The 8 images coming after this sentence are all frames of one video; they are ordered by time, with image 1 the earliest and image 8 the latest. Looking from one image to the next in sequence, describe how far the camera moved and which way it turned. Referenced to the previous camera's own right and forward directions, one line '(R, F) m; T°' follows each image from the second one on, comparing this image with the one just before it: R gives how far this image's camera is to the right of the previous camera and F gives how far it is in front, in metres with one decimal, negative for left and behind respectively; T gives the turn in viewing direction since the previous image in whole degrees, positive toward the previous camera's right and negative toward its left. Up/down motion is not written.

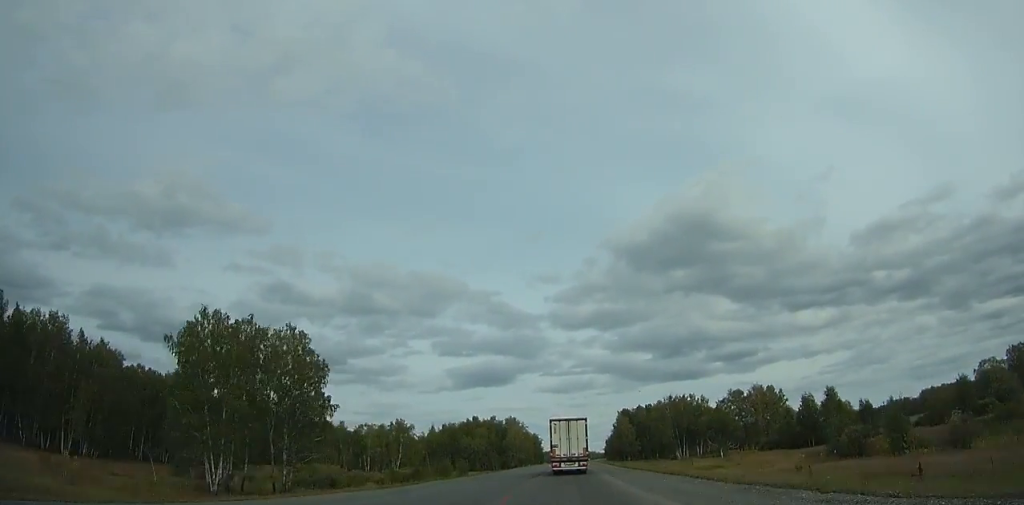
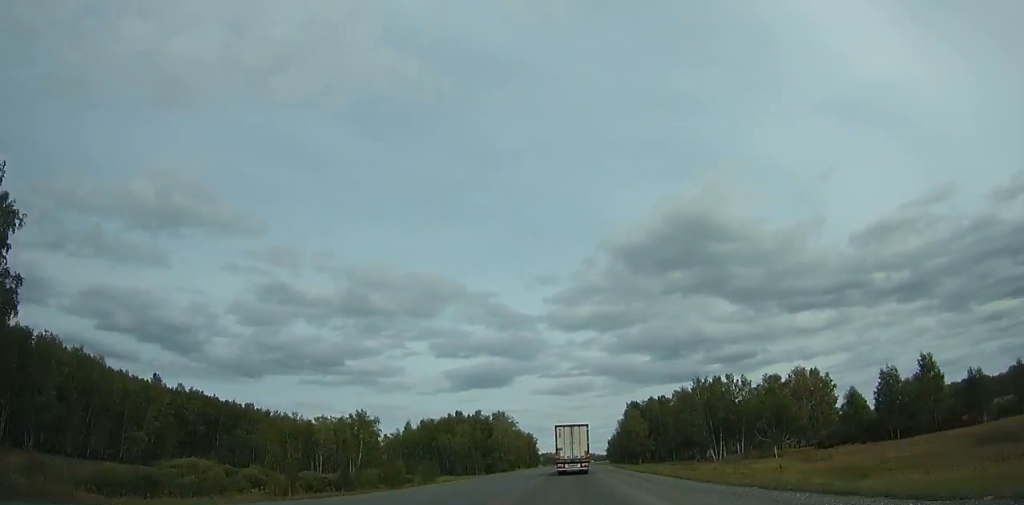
(+0.1, +38.3) m; 0°
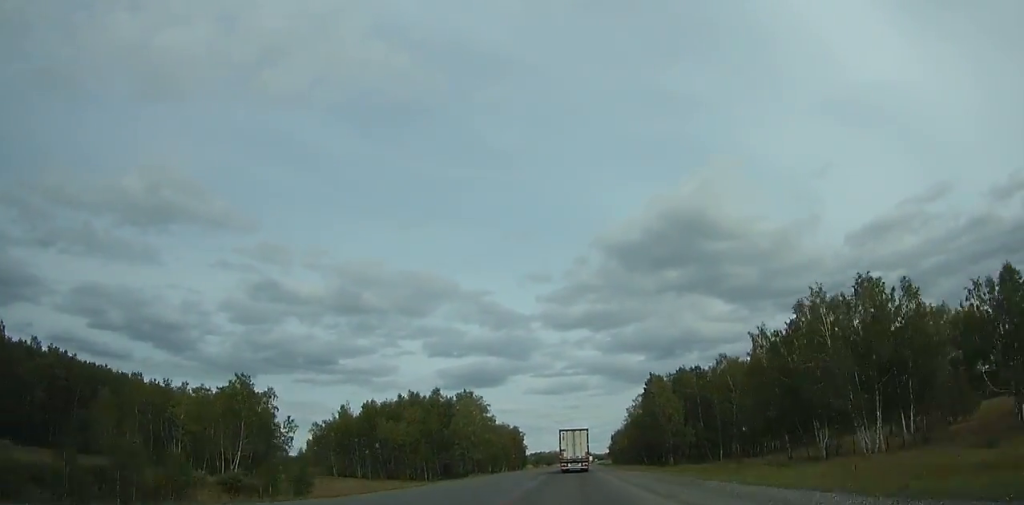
(+0.3, +60.1) m; 0°
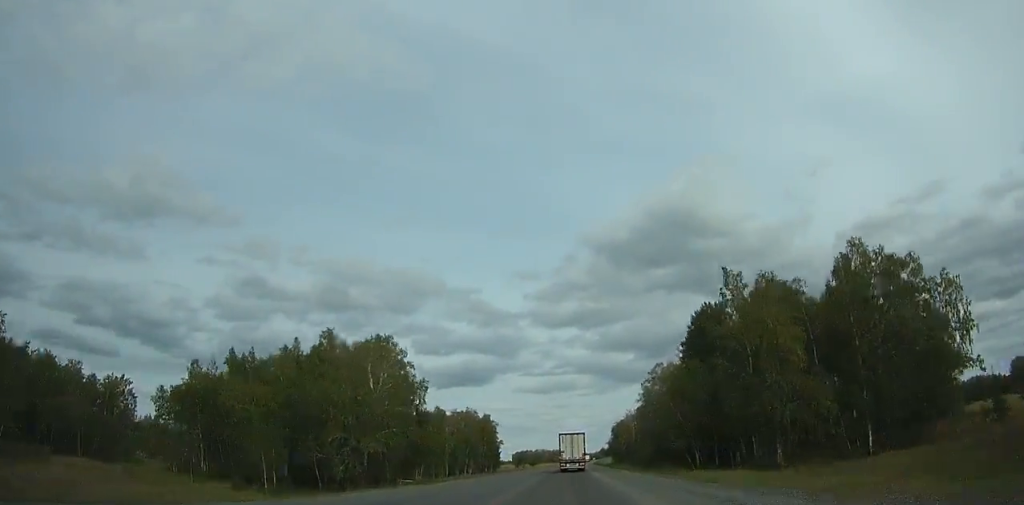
(+0.1, +62.5) m; +1°
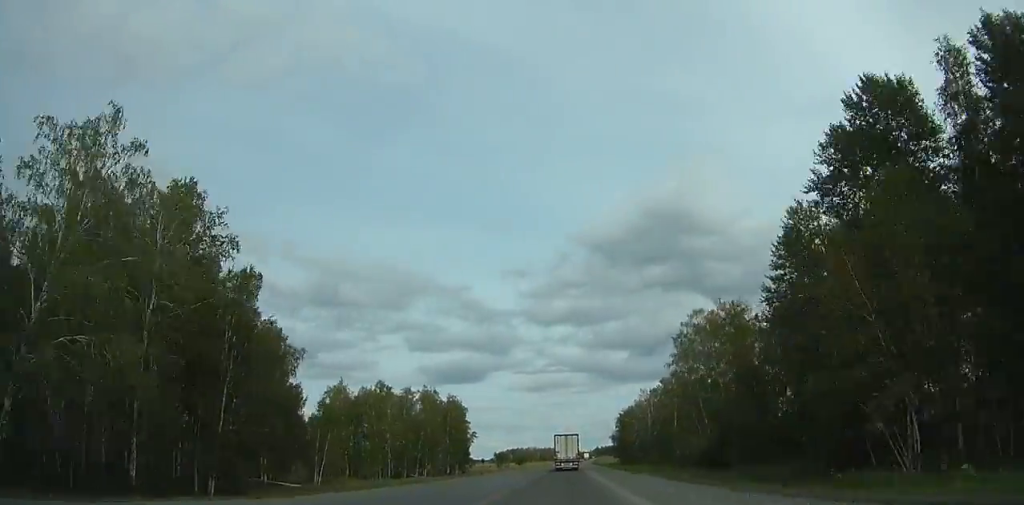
(+0.5, +47.3) m; +1°
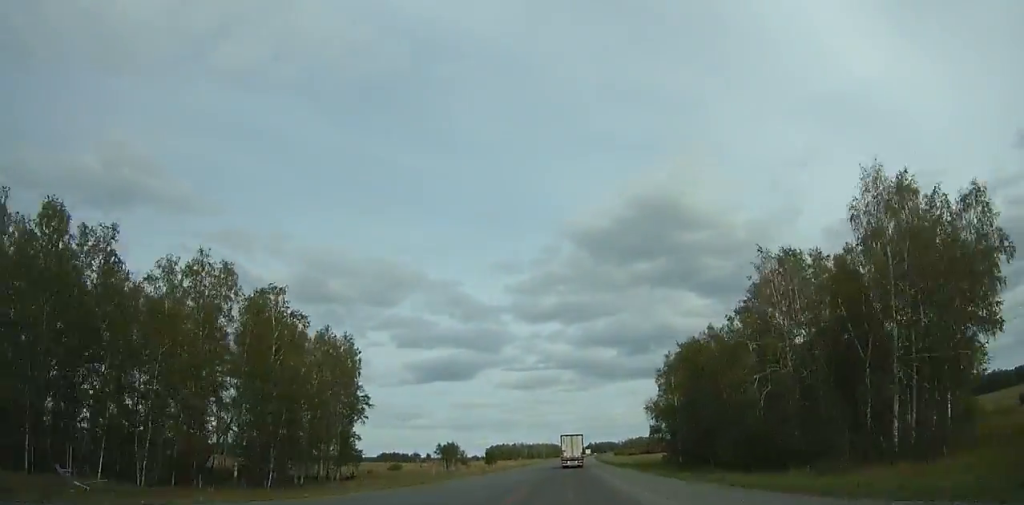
(+0.6, +83.8) m; +1°
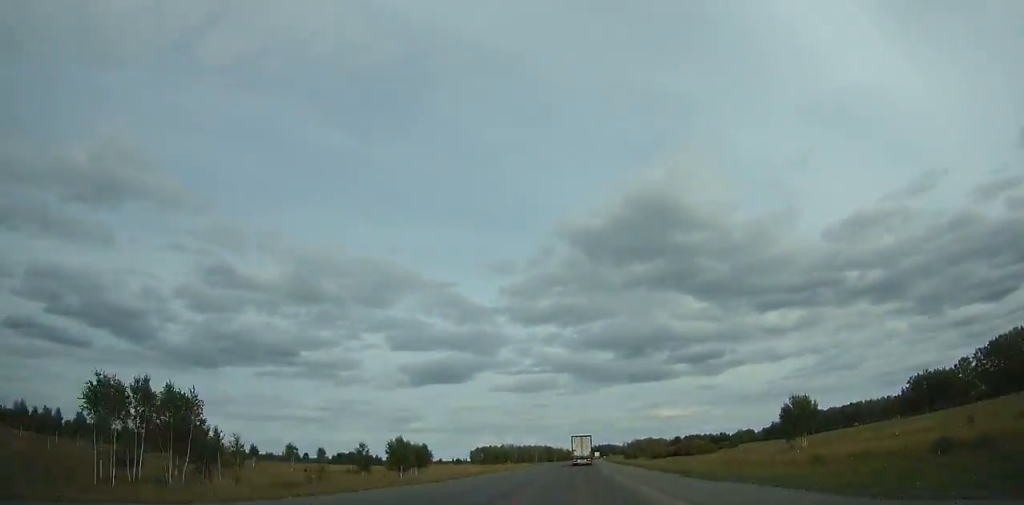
(+0.9, +99.4) m; +1°
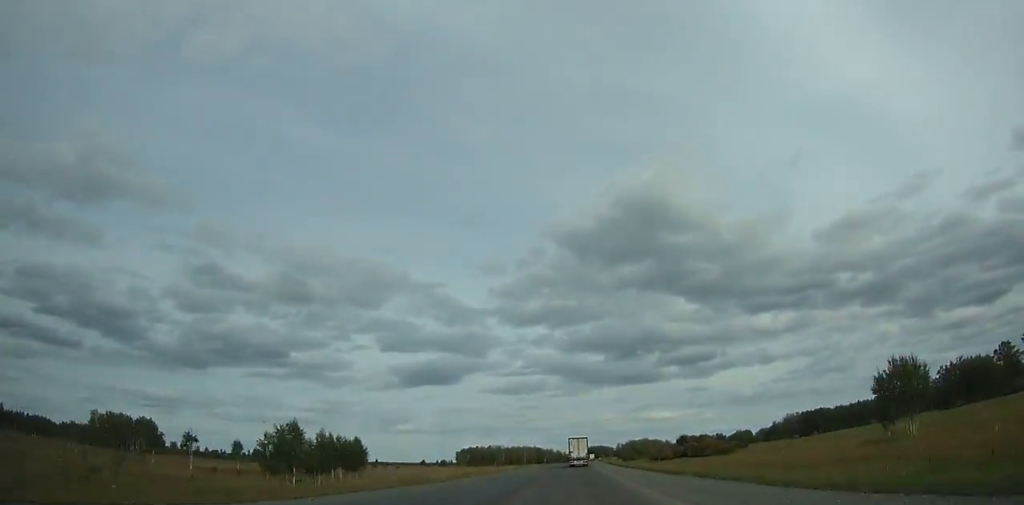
(0.0, +33.6) m; 0°
